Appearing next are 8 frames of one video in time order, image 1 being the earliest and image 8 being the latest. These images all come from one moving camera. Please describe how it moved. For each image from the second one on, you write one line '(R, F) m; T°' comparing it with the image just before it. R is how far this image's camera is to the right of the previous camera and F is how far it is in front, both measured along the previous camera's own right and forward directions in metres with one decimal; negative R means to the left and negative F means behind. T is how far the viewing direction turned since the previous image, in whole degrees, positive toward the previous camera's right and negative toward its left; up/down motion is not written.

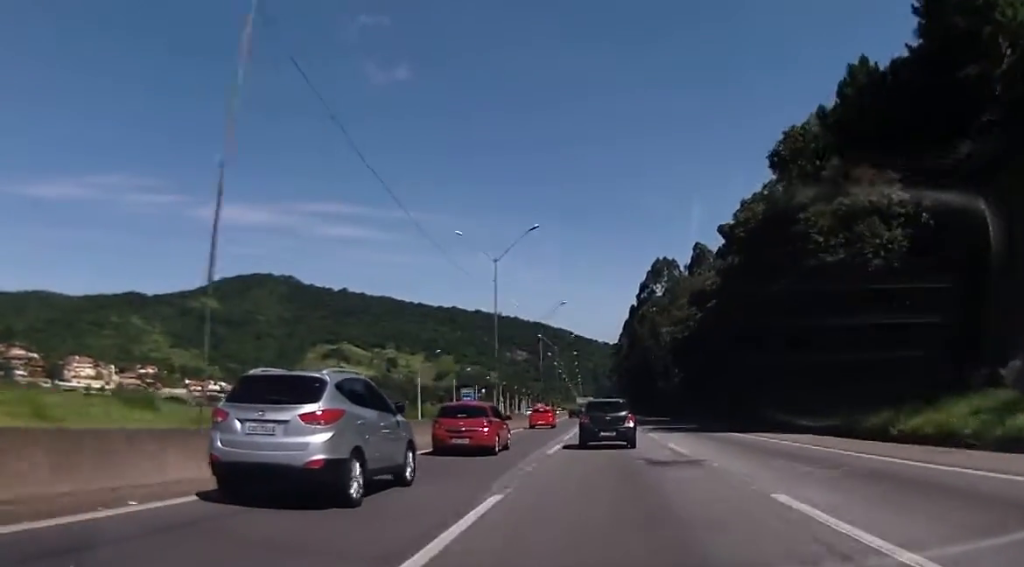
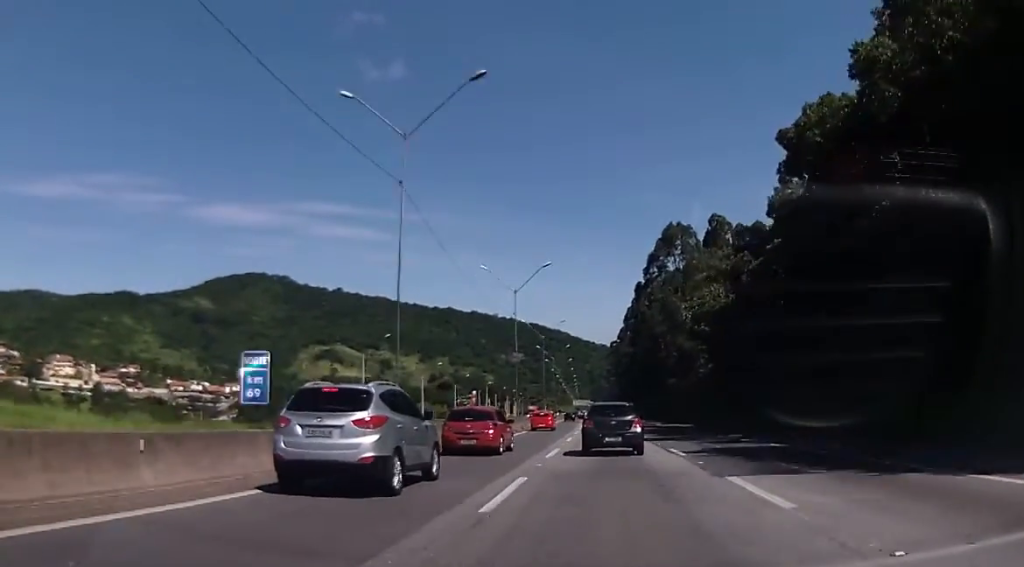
(+0.1, +23.5) m; 0°
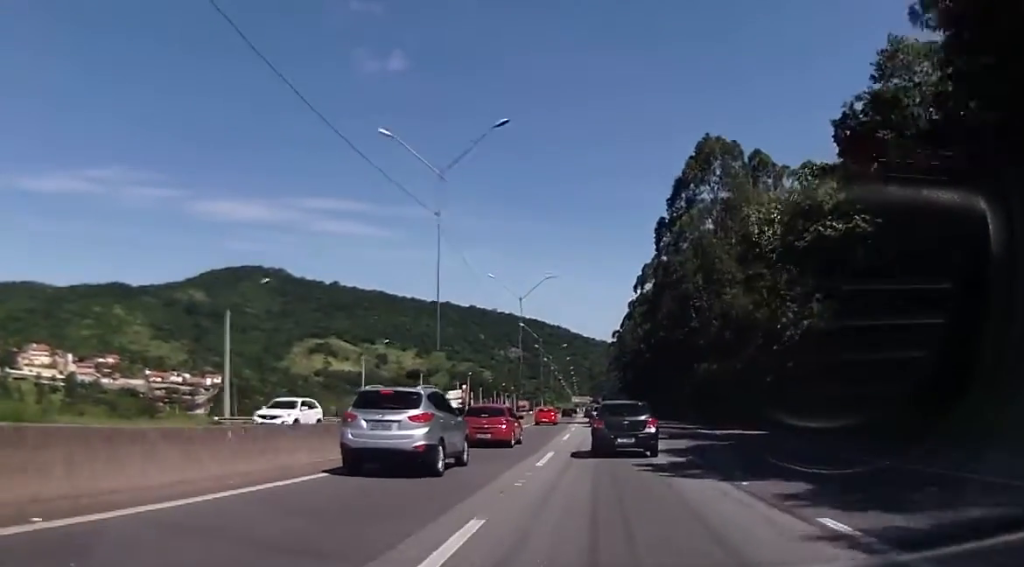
(-0.2, +29.9) m; 0°
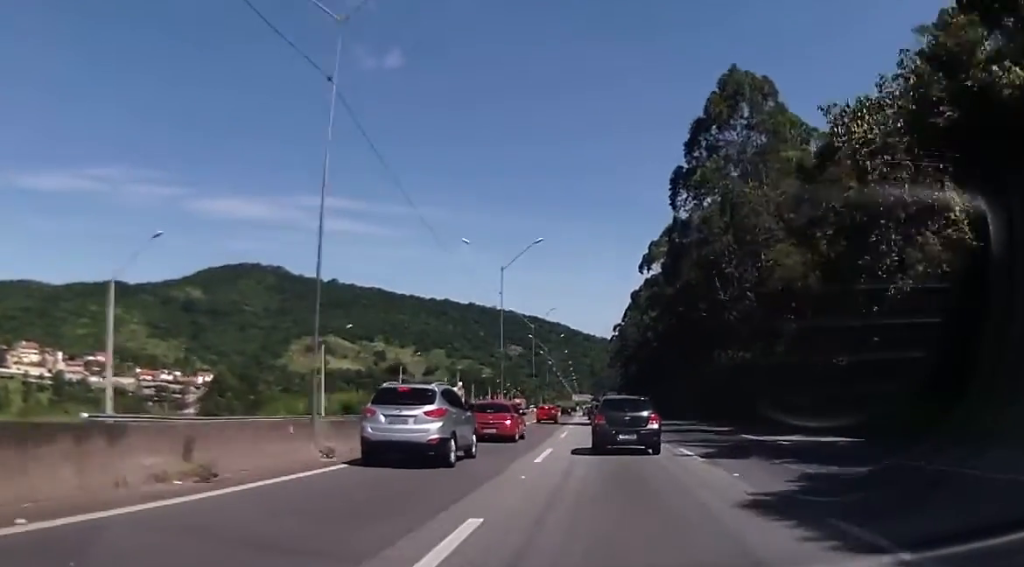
(+0.1, +13.2) m; +1°
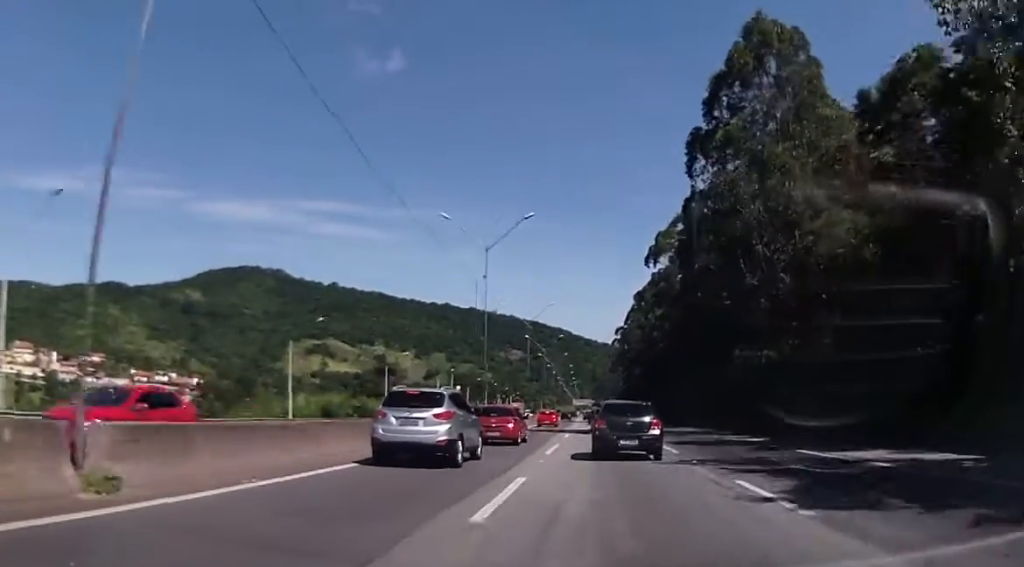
(+0.1, +8.3) m; 0°
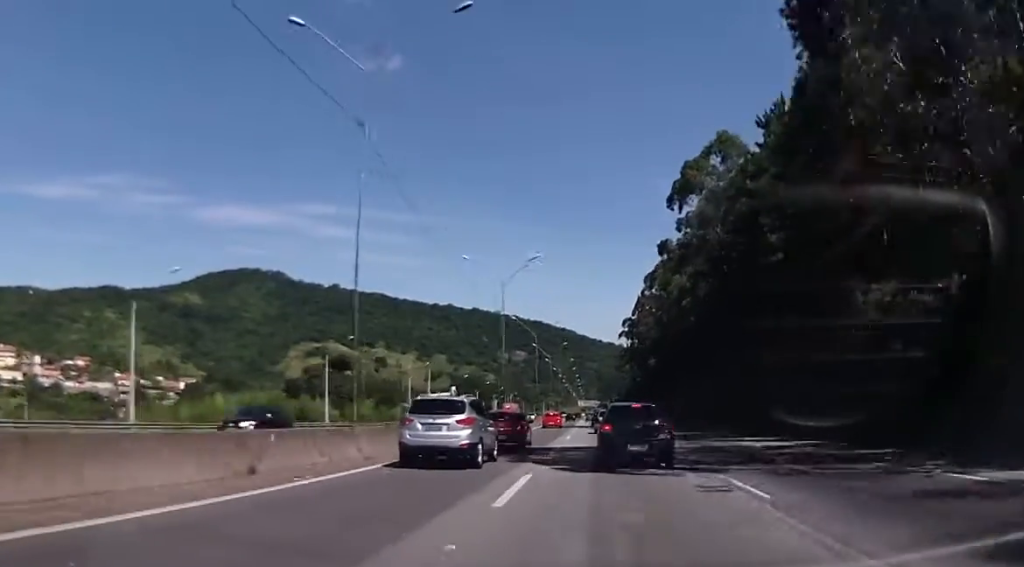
(-0.3, +24.5) m; -2°
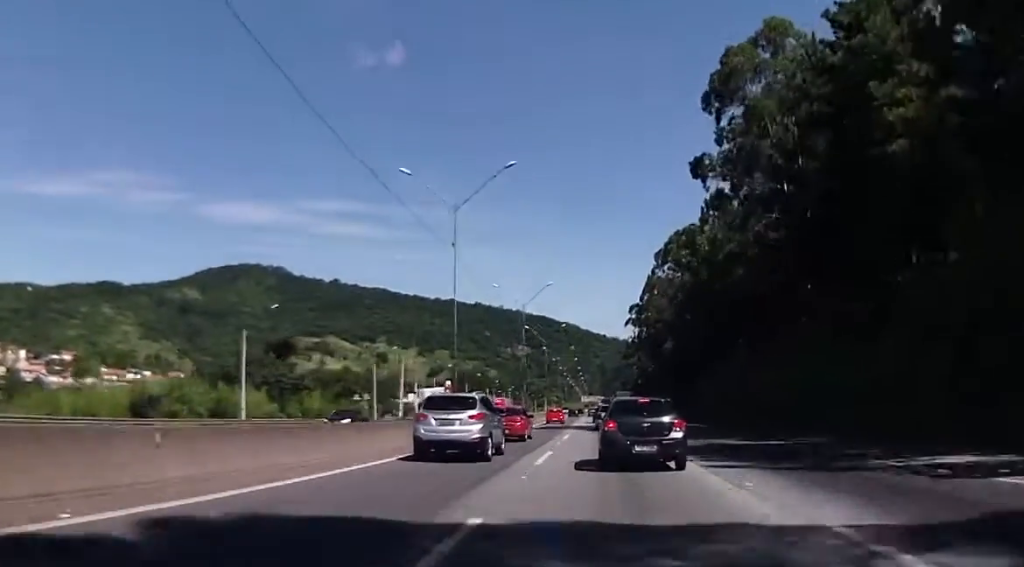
(-0.2, +19.9) m; 0°
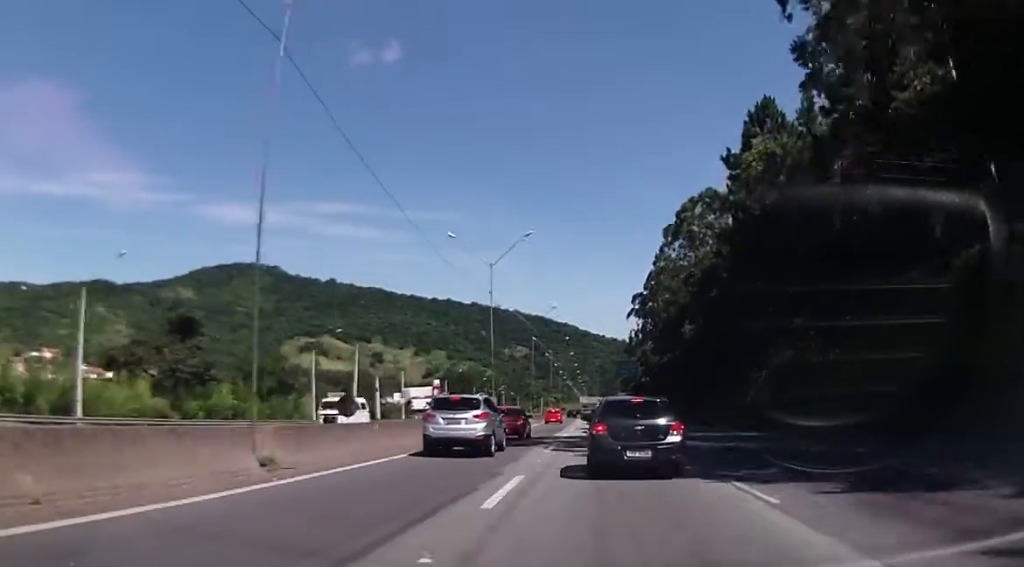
(+0.3, +21.2) m; 0°
